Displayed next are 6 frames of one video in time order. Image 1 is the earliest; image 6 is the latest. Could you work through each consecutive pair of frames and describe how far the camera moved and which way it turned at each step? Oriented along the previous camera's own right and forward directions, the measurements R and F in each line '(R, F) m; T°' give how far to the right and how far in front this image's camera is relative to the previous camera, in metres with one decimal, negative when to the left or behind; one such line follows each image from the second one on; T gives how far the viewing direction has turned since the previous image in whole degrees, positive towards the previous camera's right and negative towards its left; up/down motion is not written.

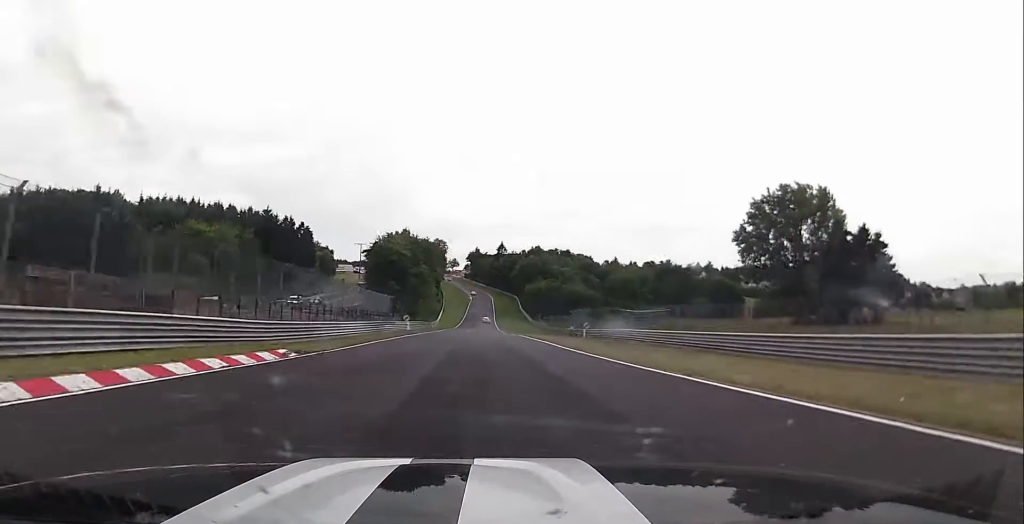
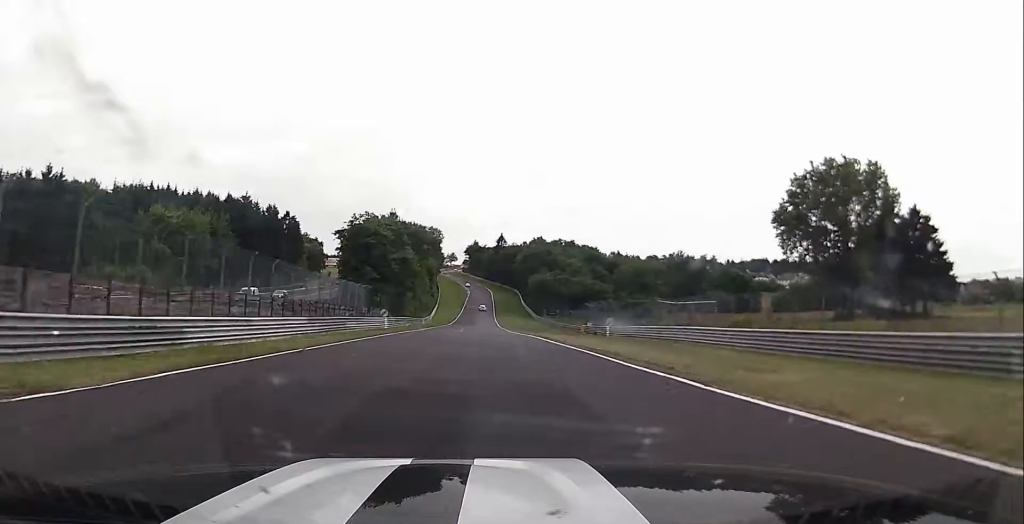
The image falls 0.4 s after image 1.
(-0.3, +15.7) m; -1°
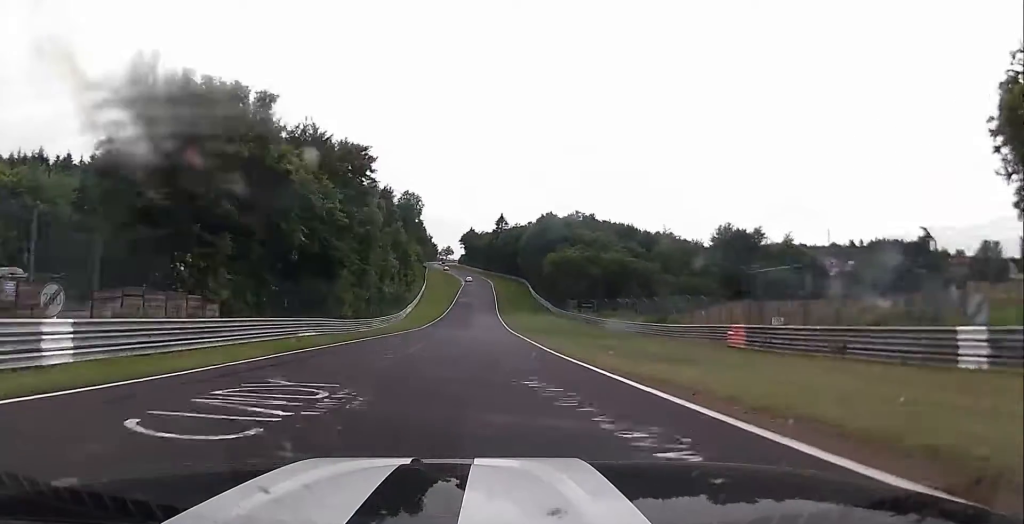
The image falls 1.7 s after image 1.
(-0.7, +48.9) m; -1°
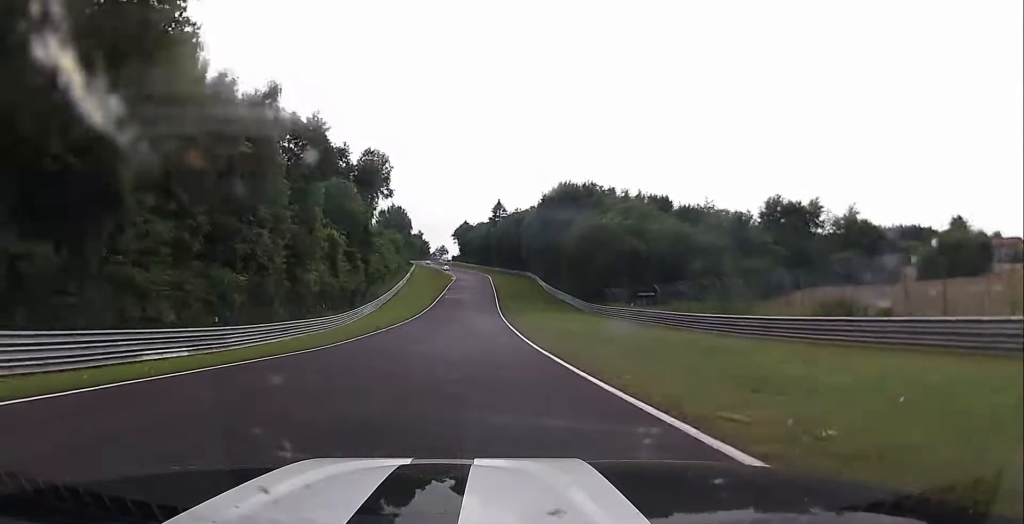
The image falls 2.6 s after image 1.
(+0.1, +34.6) m; 0°
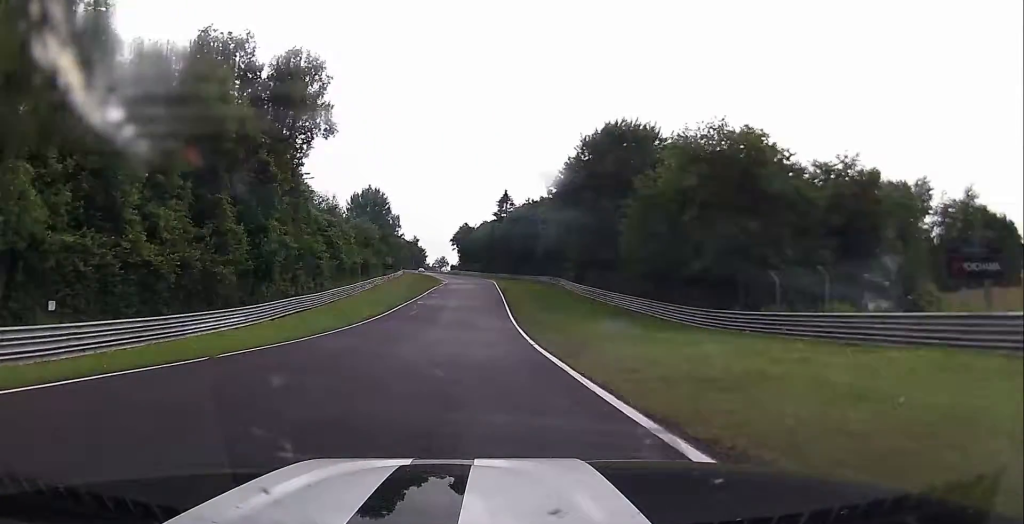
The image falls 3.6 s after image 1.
(-0.1, +40.4) m; 0°
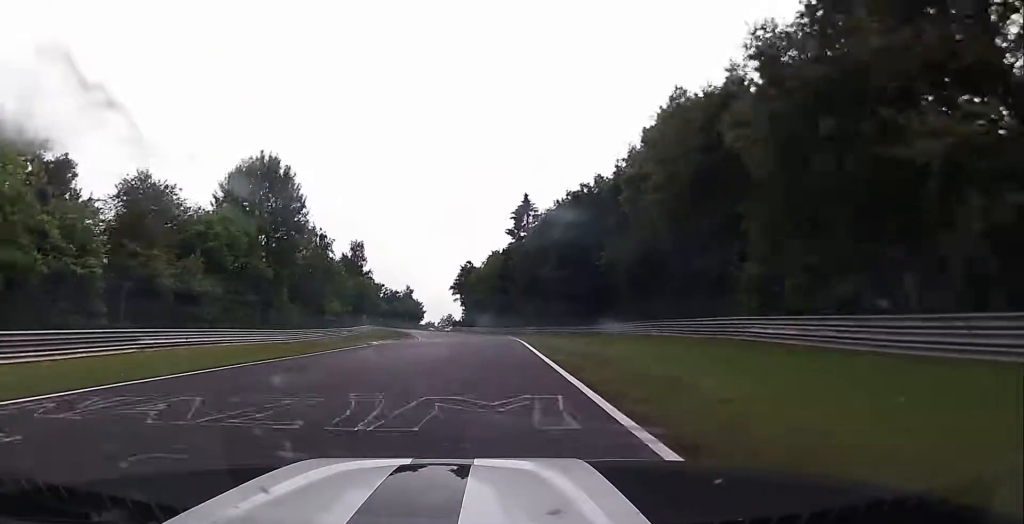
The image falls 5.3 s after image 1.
(-0.5, +67.2) m; -2°
